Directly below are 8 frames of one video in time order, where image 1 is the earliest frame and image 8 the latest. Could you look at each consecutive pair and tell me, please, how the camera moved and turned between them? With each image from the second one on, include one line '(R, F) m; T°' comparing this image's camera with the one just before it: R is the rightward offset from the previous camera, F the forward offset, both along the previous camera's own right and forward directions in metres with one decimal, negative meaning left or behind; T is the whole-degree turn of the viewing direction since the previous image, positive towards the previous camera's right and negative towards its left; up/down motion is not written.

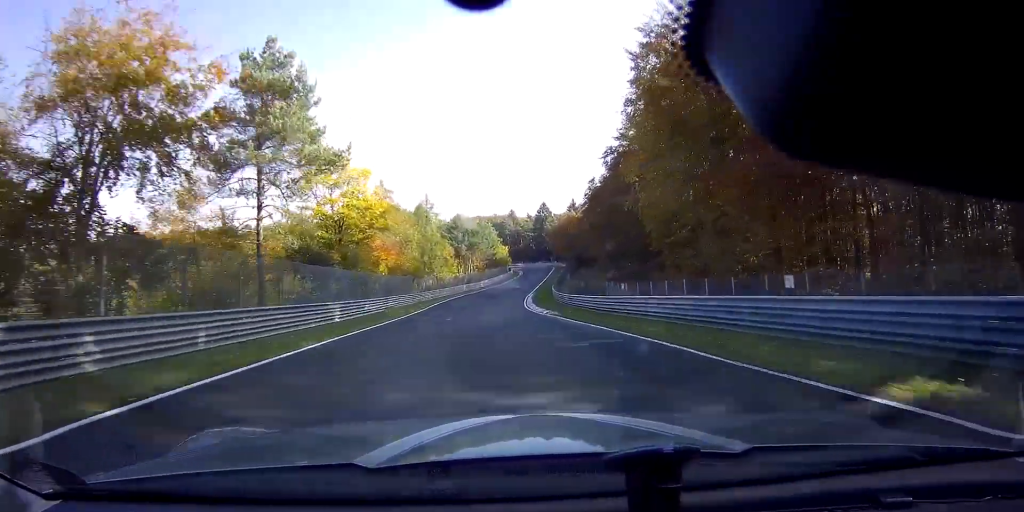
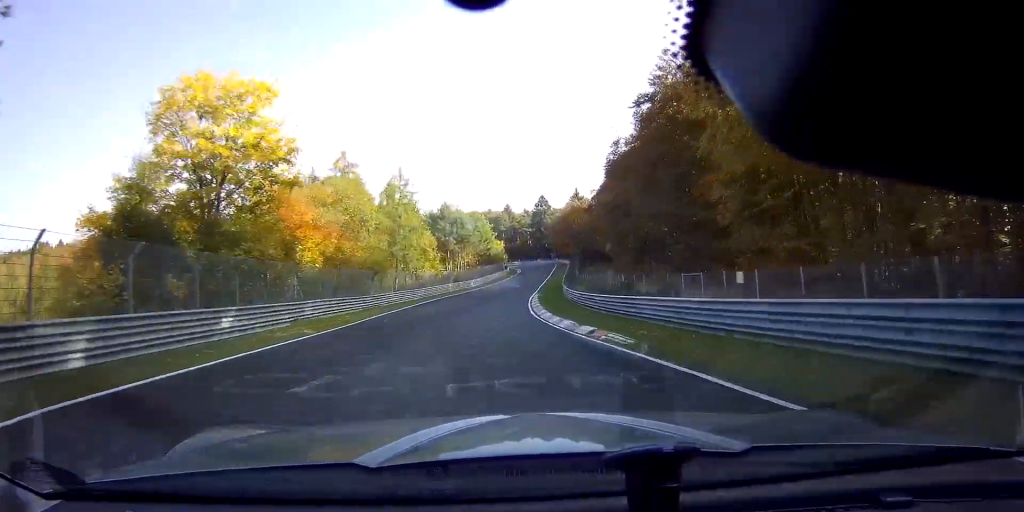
(+0.1, +17.5) m; +1°
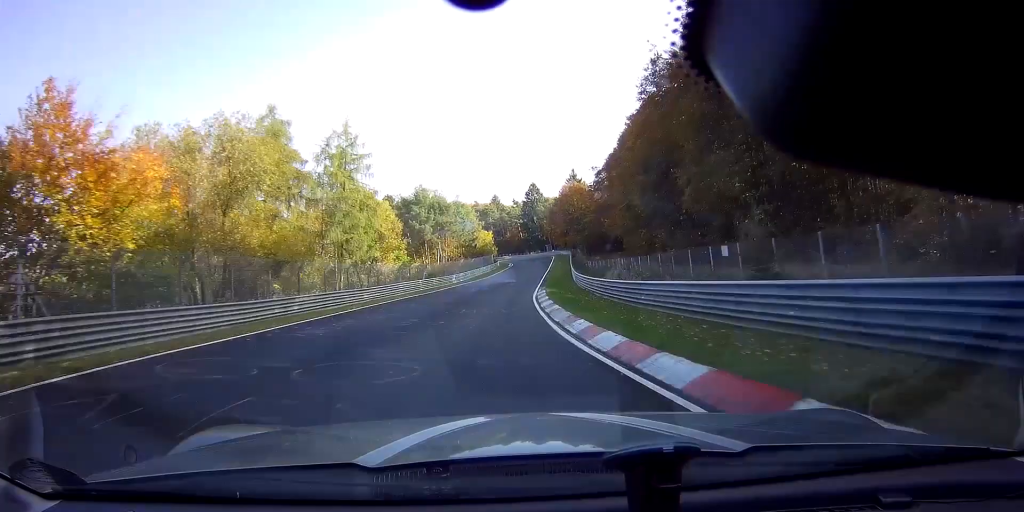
(+0.1, +17.7) m; +1°
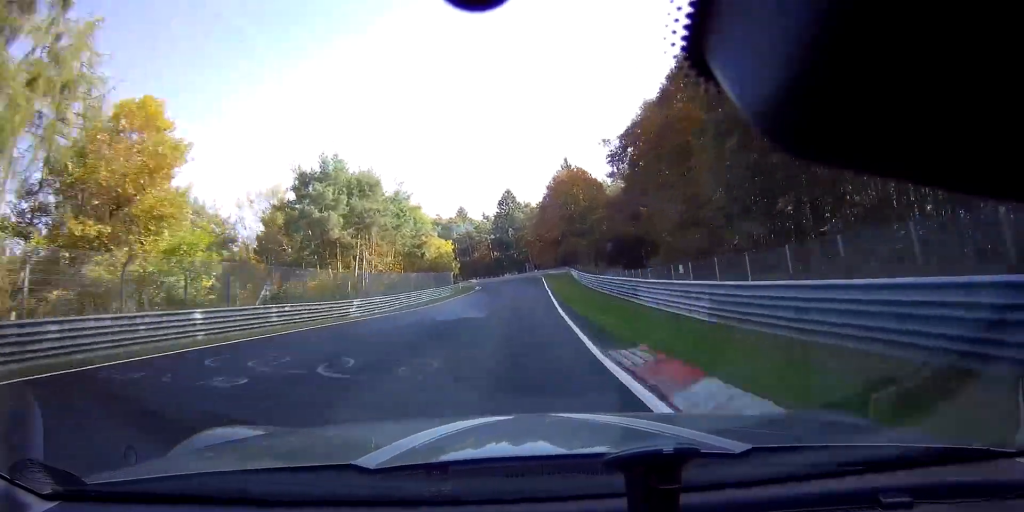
(+0.7, +34.5) m; +2°
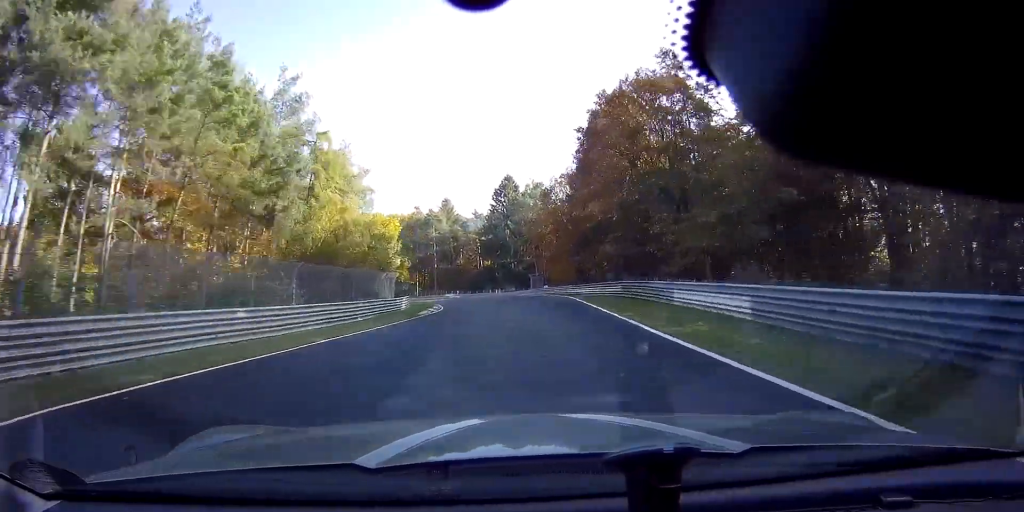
(+0.6, +37.7) m; -1°
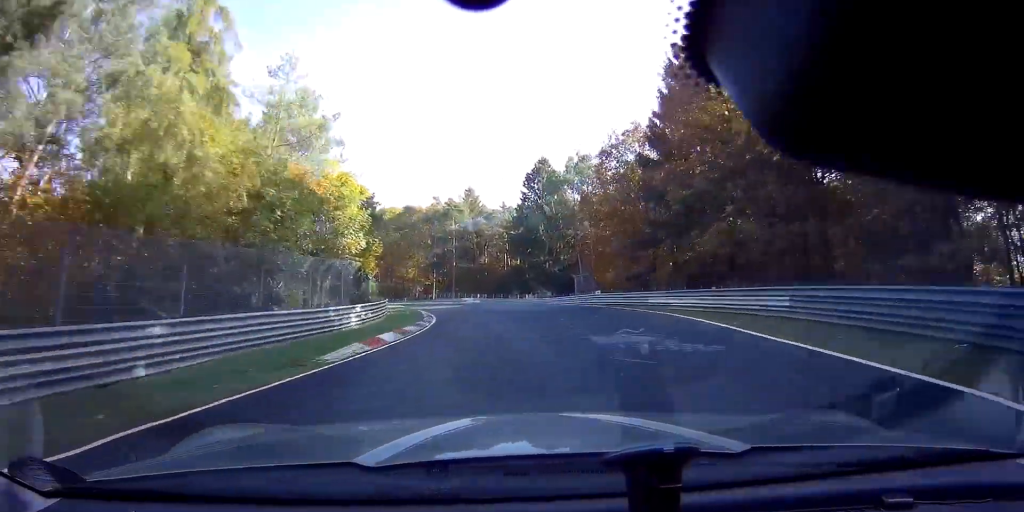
(+0.1, +18.3) m; -3°
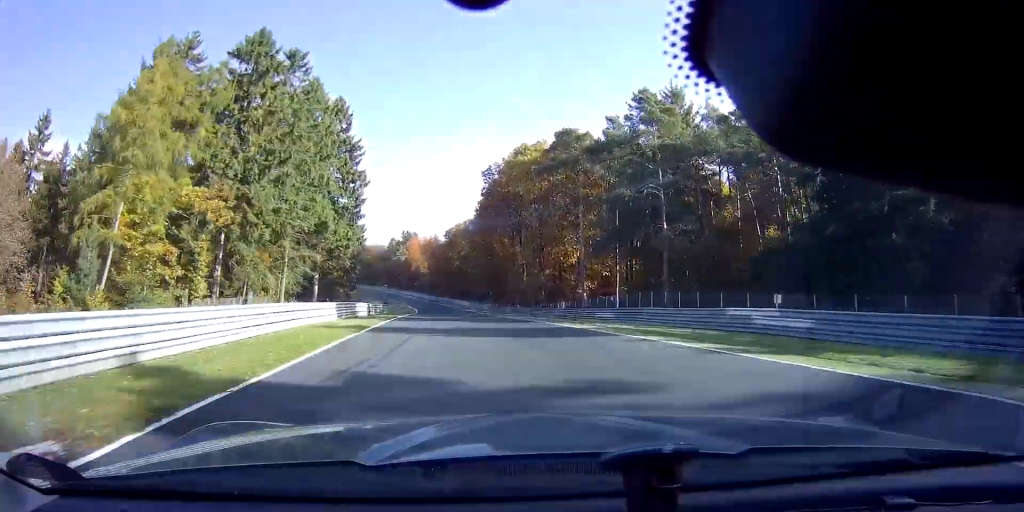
(-7.3, +52.4) m; -16°
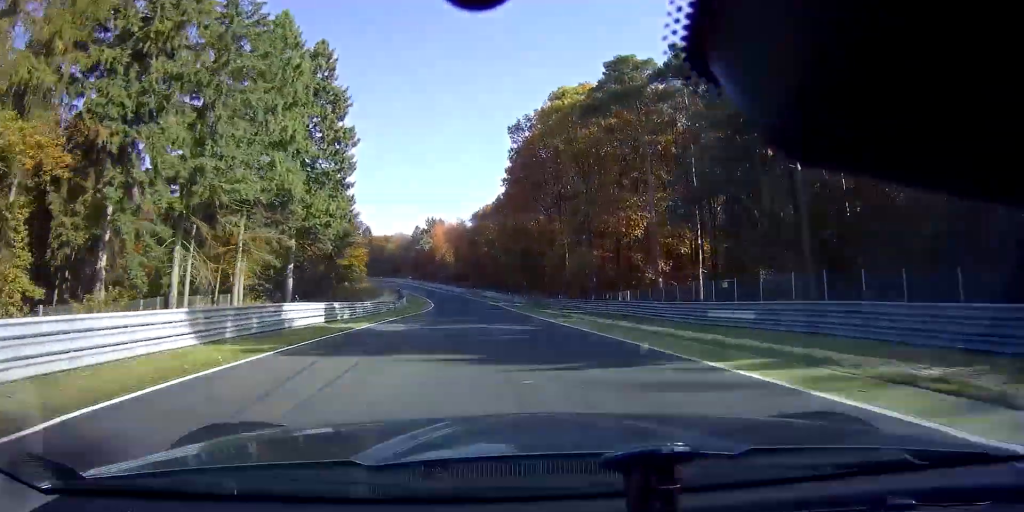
(-0.7, +17.1) m; -4°
